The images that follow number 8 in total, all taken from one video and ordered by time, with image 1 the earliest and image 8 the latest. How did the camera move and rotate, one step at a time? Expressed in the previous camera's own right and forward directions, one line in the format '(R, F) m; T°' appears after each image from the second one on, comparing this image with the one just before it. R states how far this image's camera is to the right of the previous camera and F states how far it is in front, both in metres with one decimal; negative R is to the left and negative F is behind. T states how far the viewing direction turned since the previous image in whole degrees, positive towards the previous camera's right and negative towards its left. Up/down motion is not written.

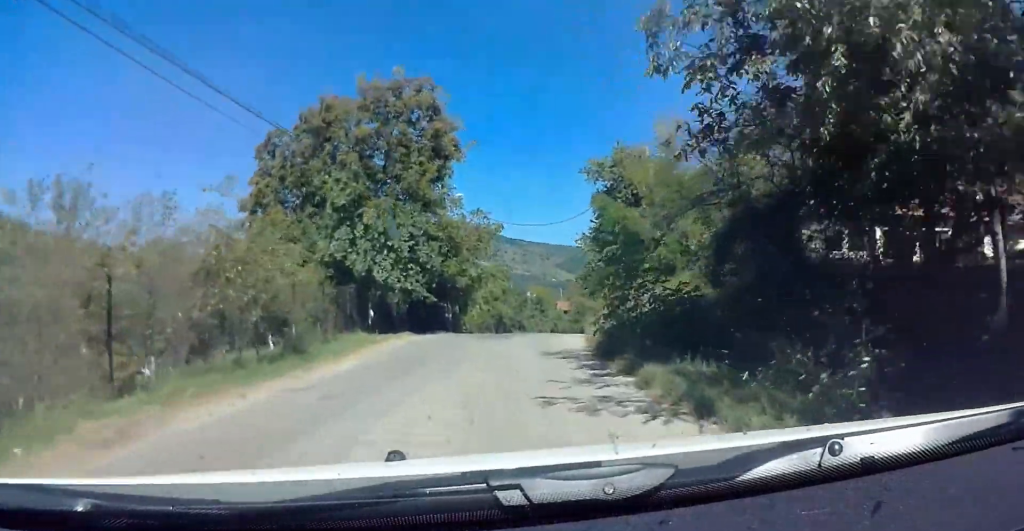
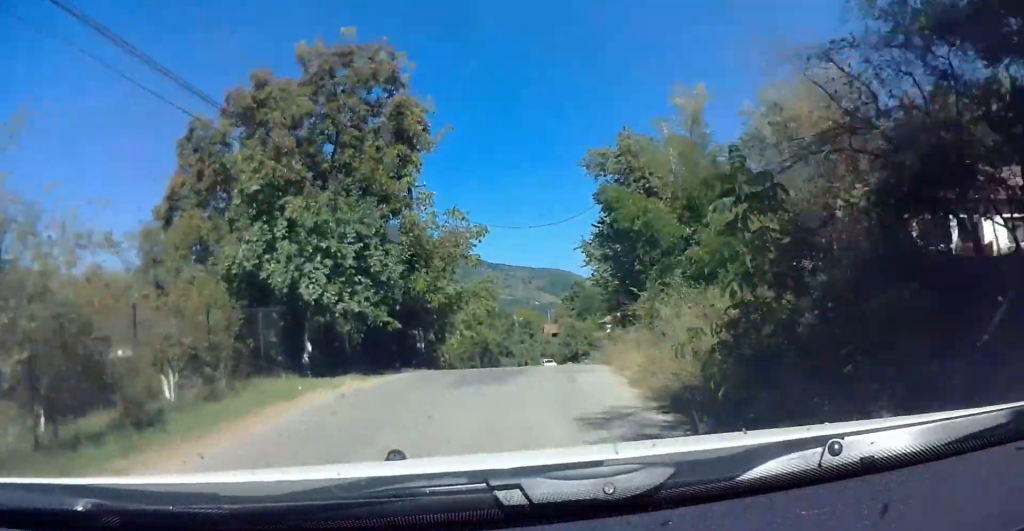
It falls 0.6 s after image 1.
(+0.1, +7.6) m; +2°
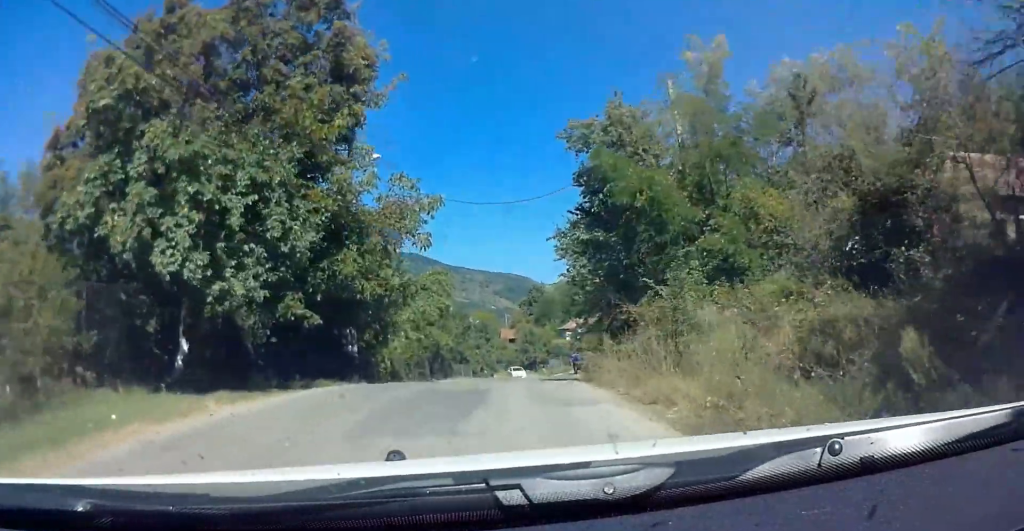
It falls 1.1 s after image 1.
(0.0, +5.9) m; +2°
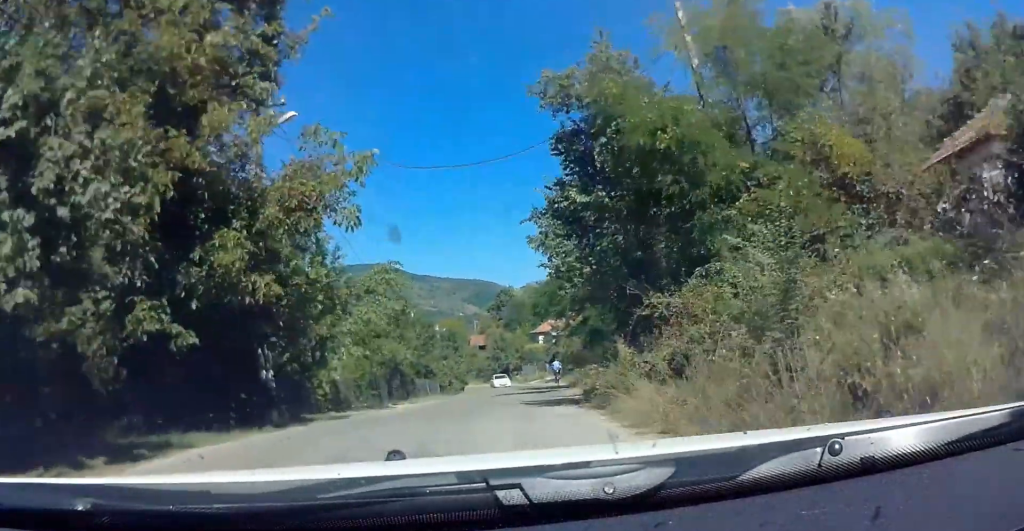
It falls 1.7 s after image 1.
(+0.3, +6.1) m; +3°
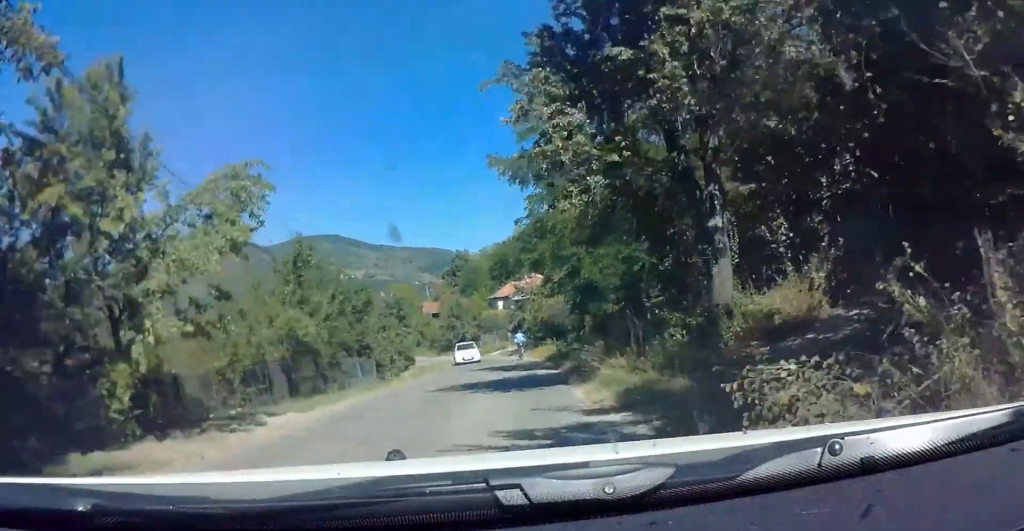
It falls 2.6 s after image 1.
(+0.5, +10.9) m; +3°
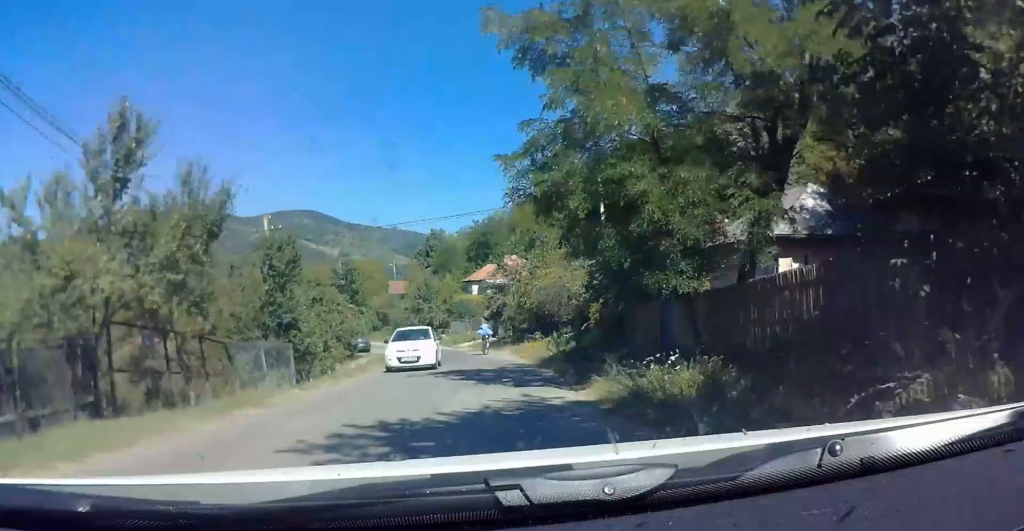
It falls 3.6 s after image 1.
(+0.1, +10.9) m; +1°
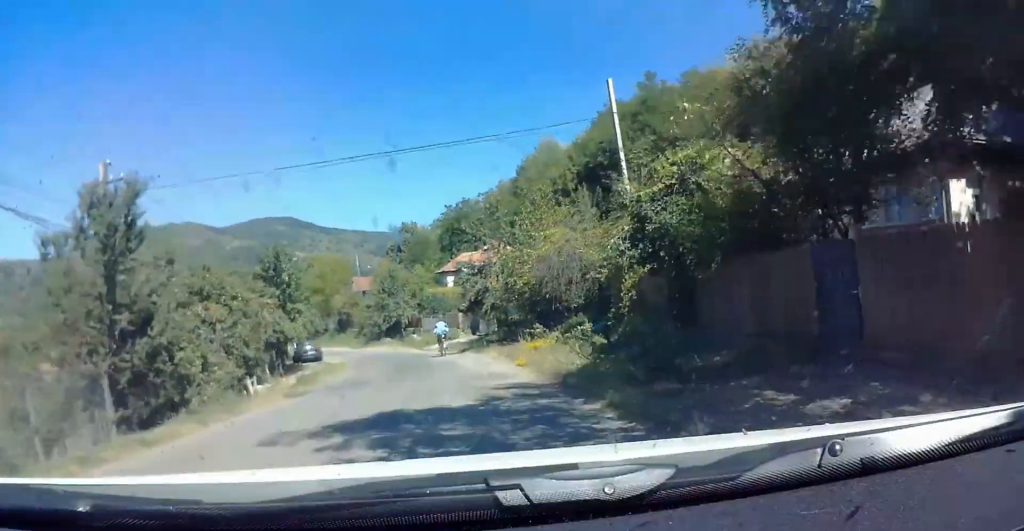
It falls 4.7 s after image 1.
(0.0, +11.7) m; 0°
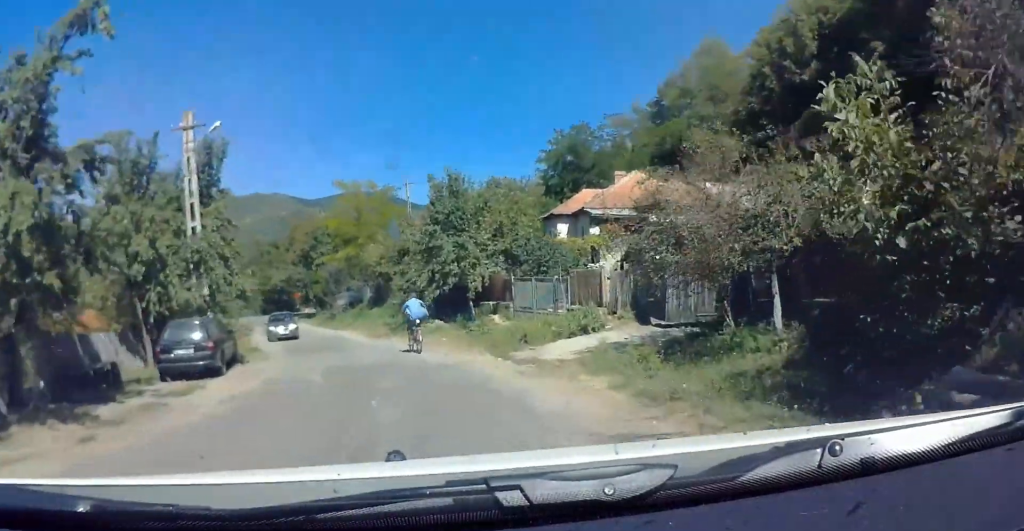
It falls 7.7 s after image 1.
(-0.4, +31.5) m; -6°
